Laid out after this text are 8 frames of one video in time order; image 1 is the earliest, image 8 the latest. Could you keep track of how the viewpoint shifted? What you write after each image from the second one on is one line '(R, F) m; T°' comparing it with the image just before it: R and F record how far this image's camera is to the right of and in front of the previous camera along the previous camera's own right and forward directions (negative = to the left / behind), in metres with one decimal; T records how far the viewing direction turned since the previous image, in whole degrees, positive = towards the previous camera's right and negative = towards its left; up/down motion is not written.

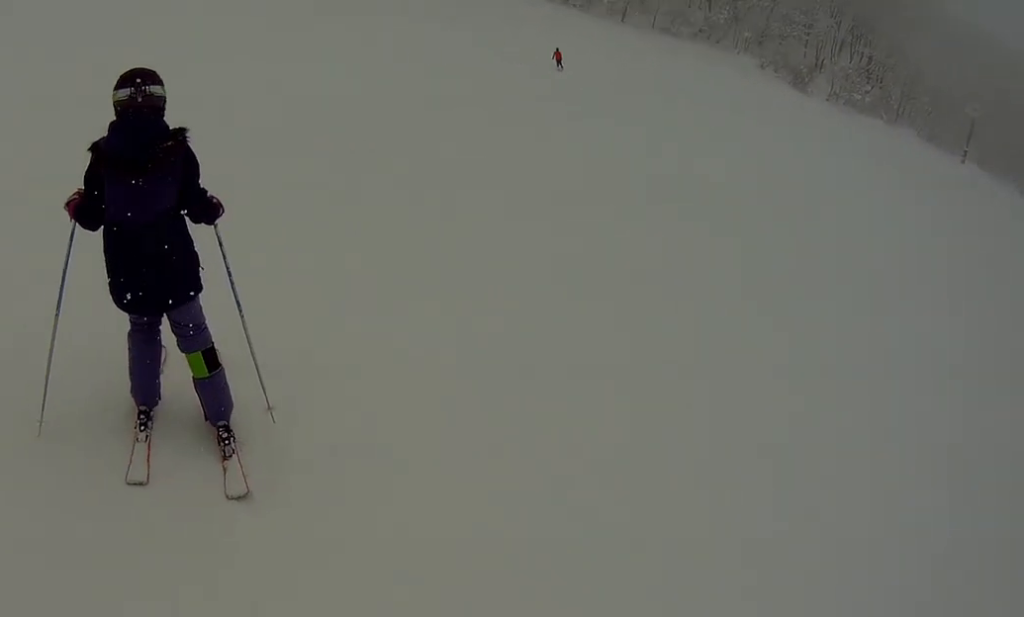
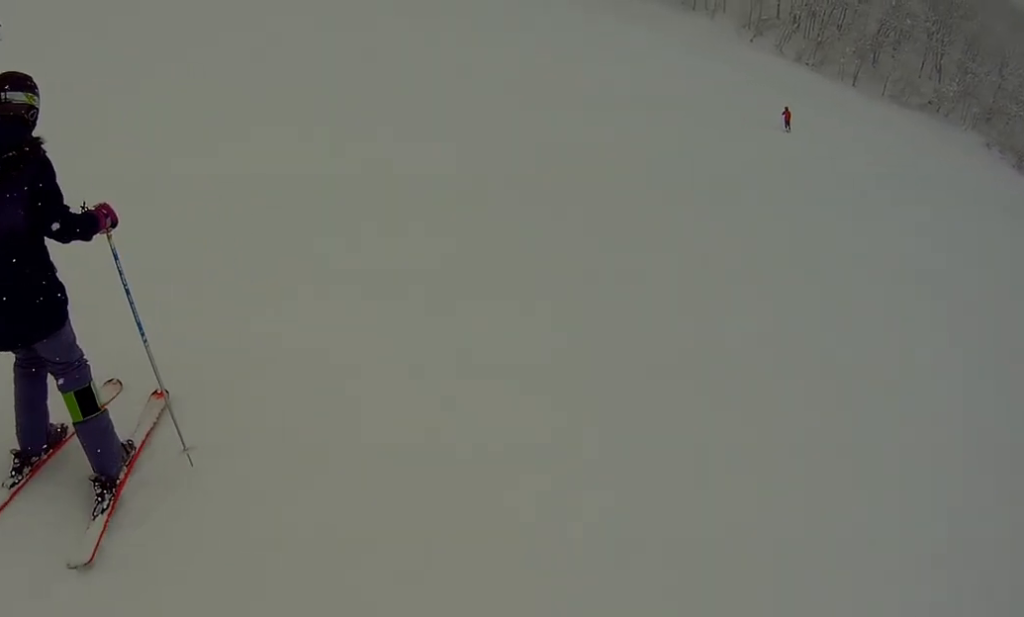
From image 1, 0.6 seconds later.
(-0.1, +3.4) m; +2°
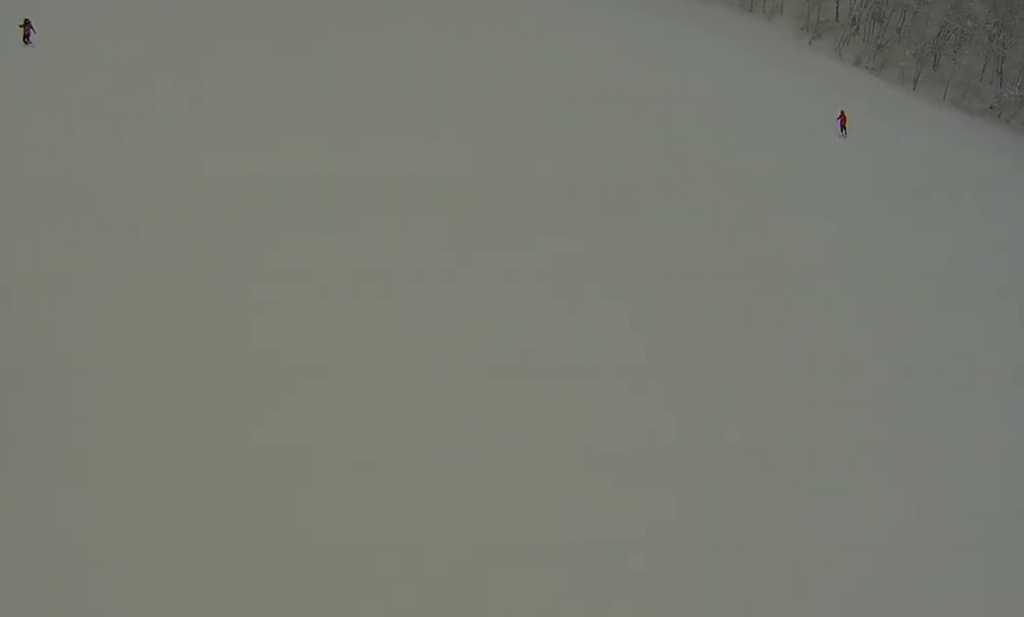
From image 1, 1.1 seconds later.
(0.0, +2.8) m; -2°
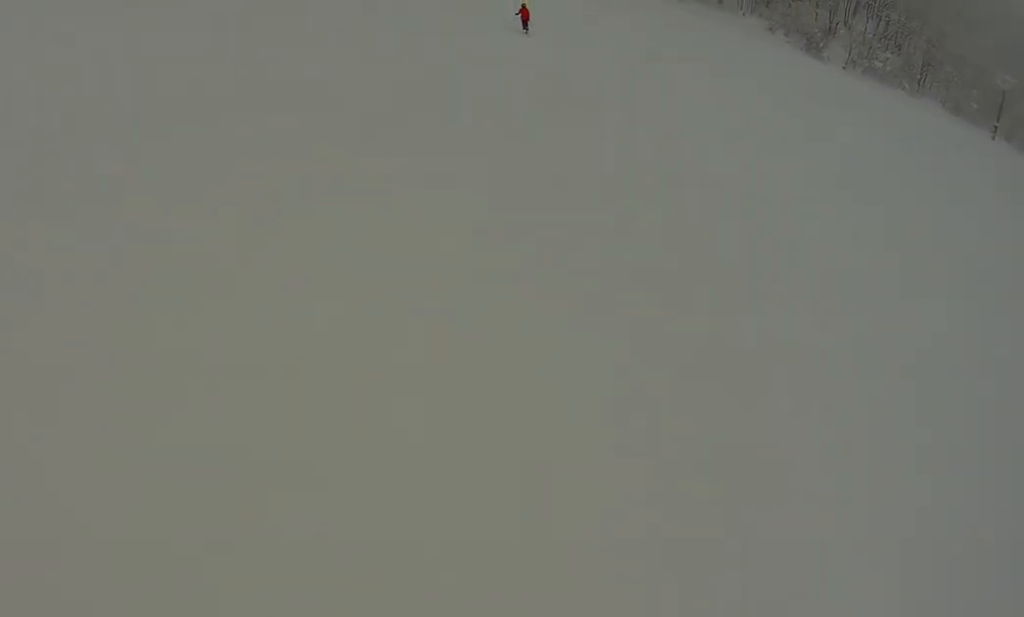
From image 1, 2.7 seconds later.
(-2.1, +10.3) m; -19°
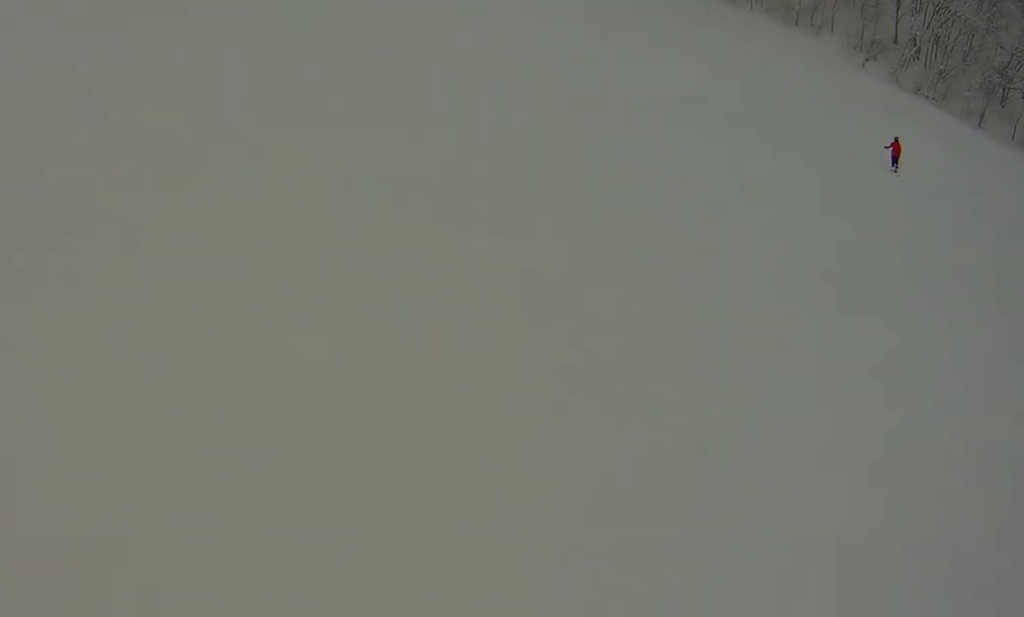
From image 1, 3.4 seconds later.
(+0.1, +4.7) m; +6°
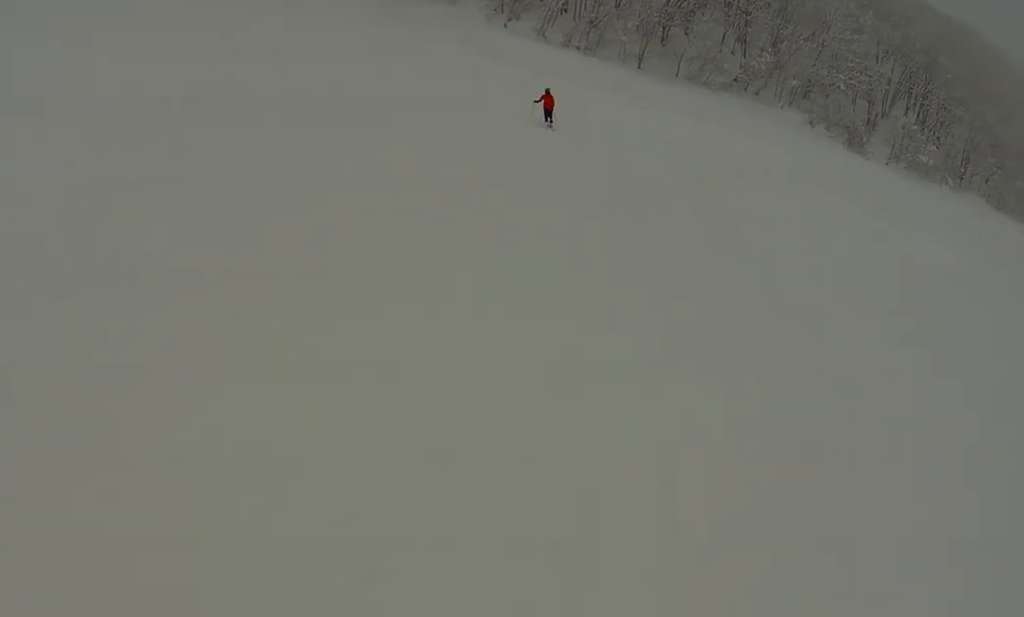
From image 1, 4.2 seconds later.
(+0.5, +5.3) m; +9°
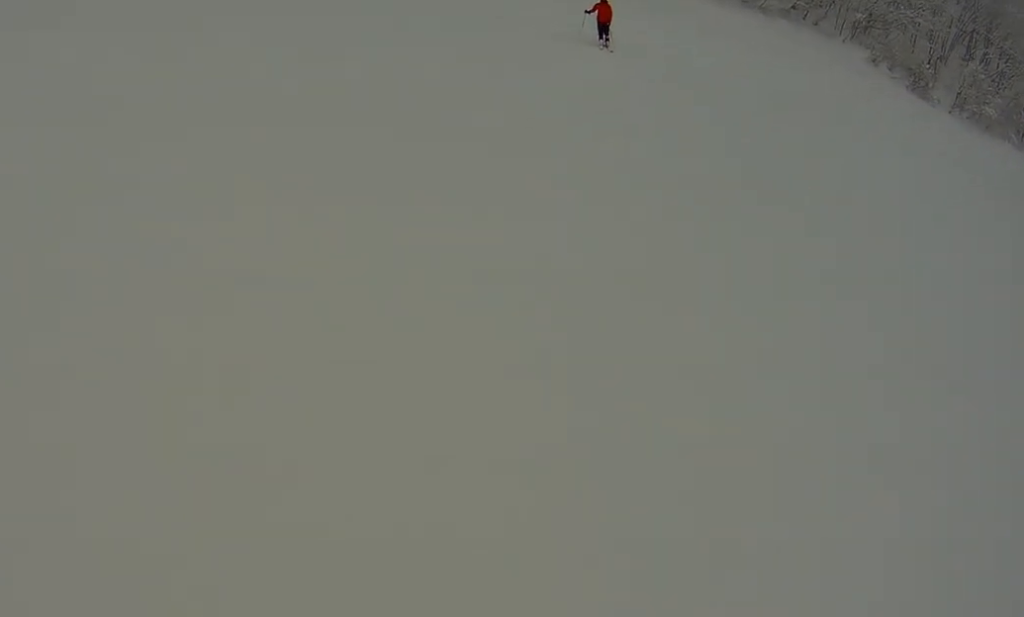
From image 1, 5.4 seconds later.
(+0.4, +7.6) m; -8°
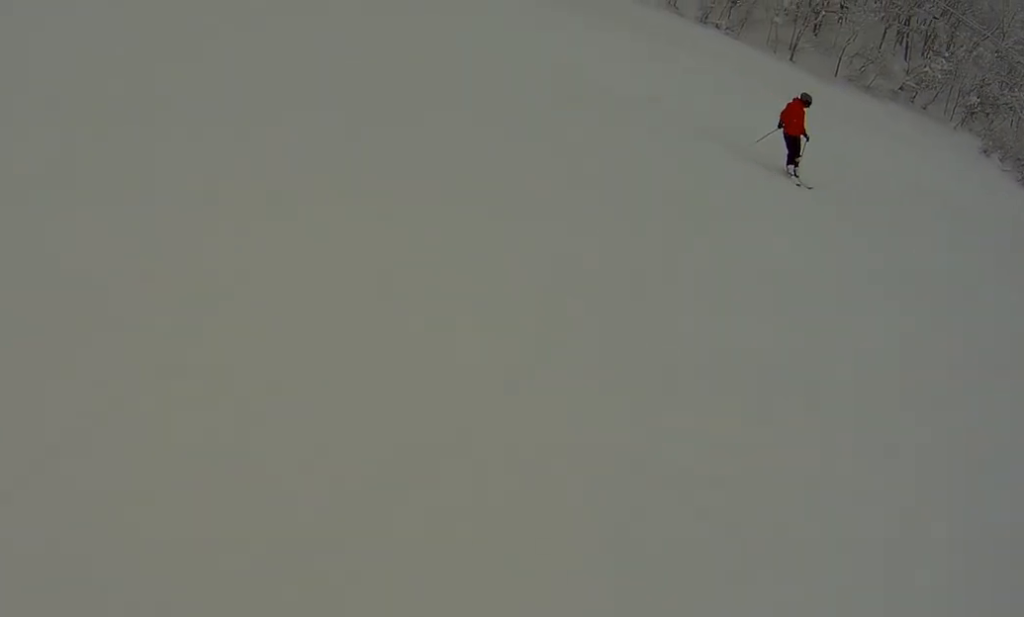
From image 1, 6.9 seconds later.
(-1.9, +7.2) m; -14°
